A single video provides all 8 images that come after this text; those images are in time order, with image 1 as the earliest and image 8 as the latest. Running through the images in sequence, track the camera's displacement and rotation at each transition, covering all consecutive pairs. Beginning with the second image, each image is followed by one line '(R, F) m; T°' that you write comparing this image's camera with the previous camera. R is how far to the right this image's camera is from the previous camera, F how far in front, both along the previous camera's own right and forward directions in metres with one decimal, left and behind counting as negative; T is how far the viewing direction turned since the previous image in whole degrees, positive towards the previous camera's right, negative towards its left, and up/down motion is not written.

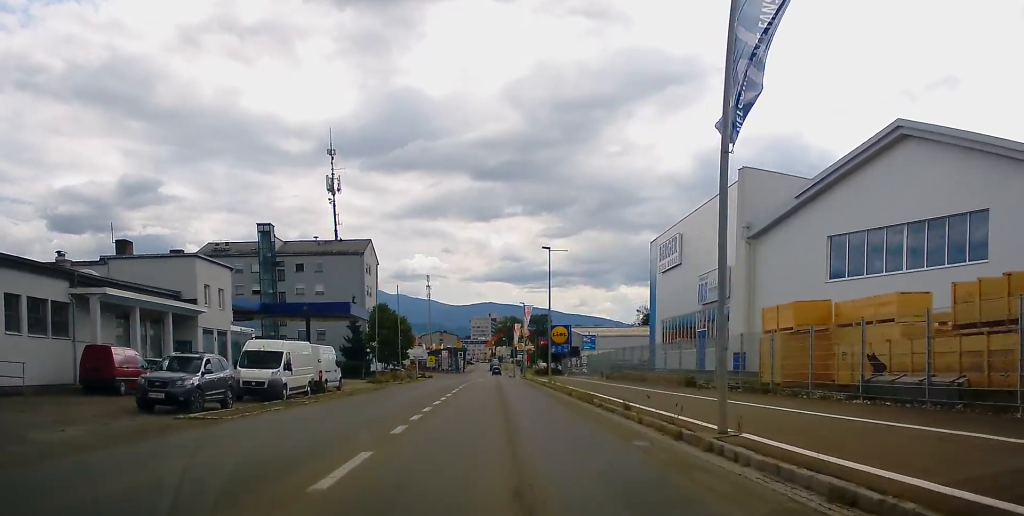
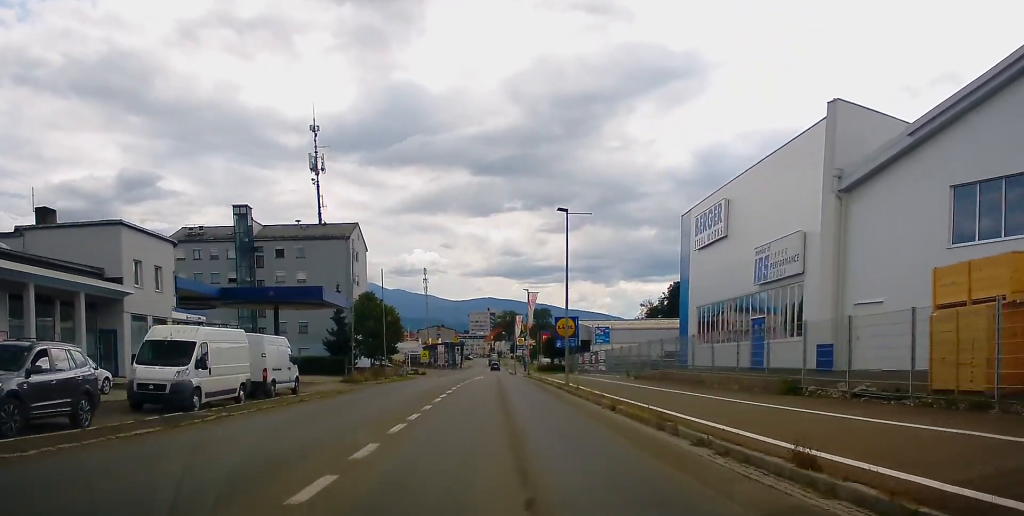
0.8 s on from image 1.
(0.0, +9.4) m; 0°
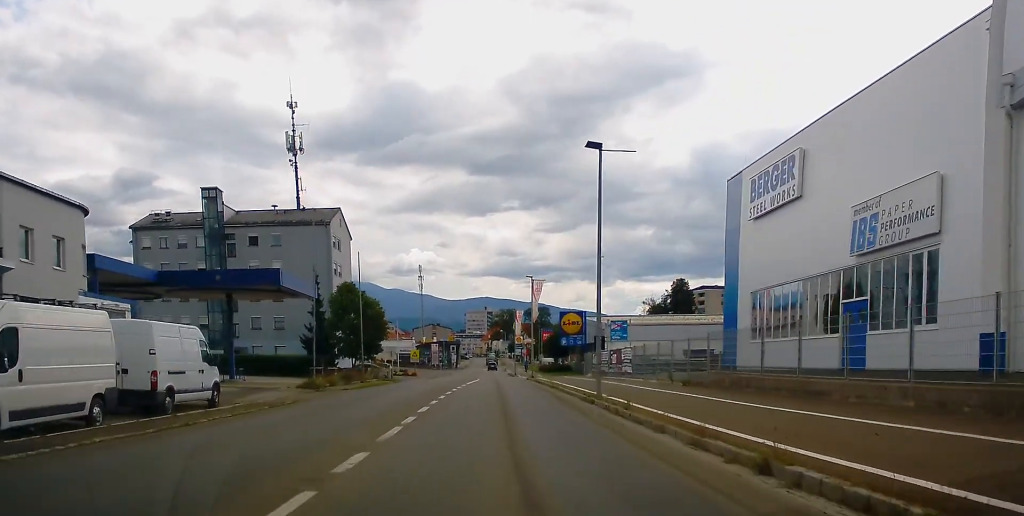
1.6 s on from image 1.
(0.0, +9.8) m; +1°
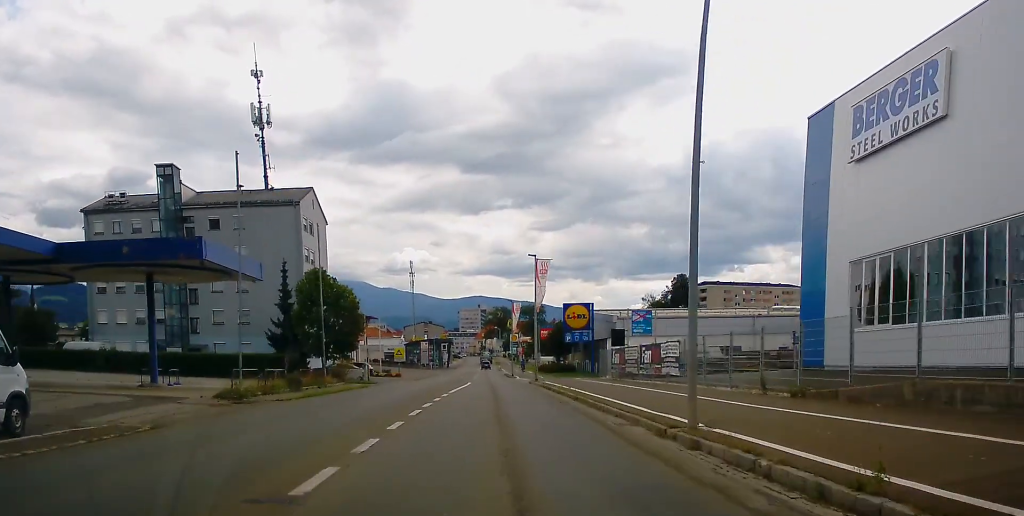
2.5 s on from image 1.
(+0.3, +10.6) m; 0°
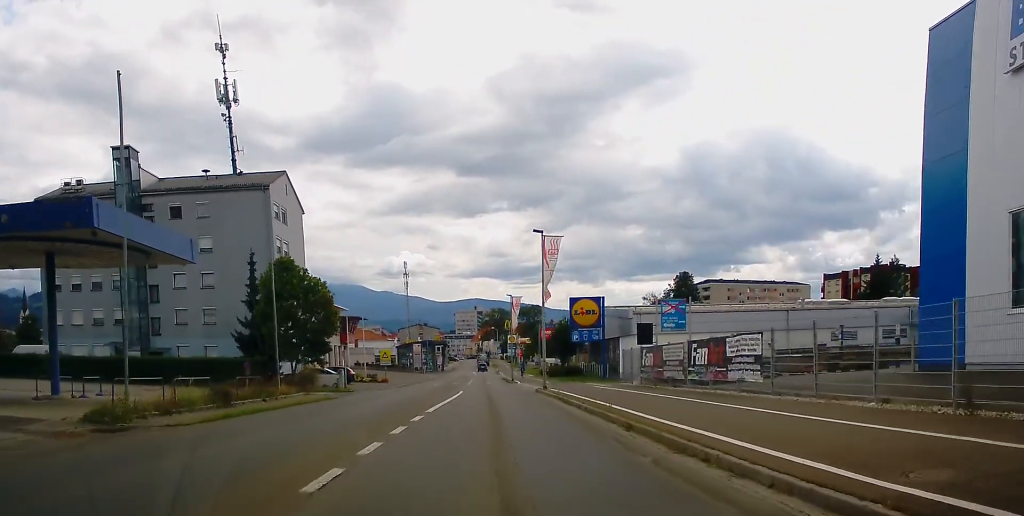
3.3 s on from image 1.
(-0.3, +8.8) m; -1°
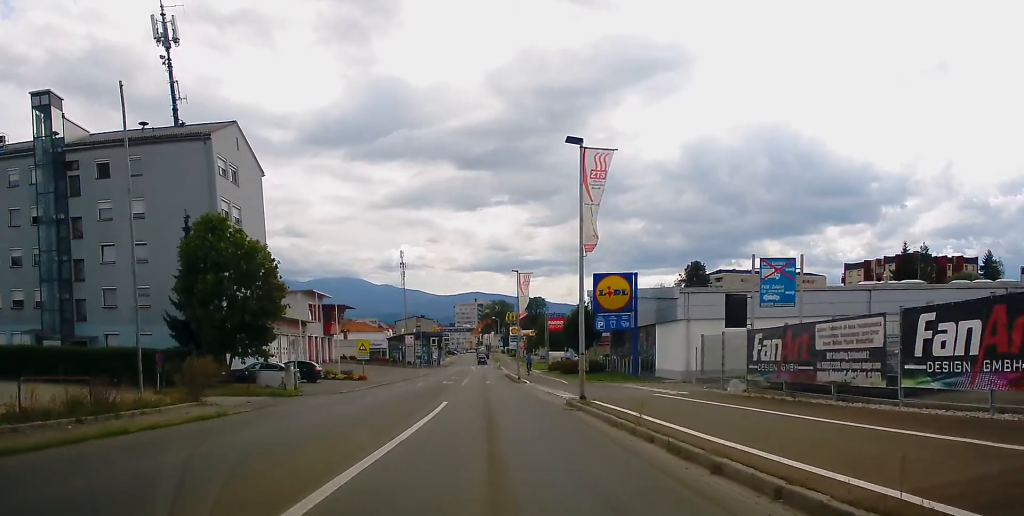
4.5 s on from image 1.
(-0.1, +13.8) m; 0°
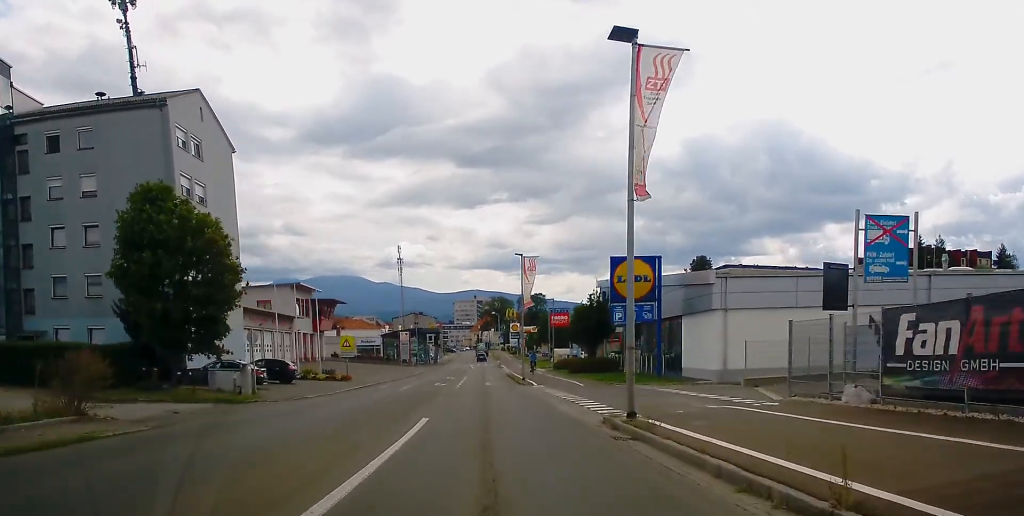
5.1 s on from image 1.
(0.0, +7.1) m; +1°
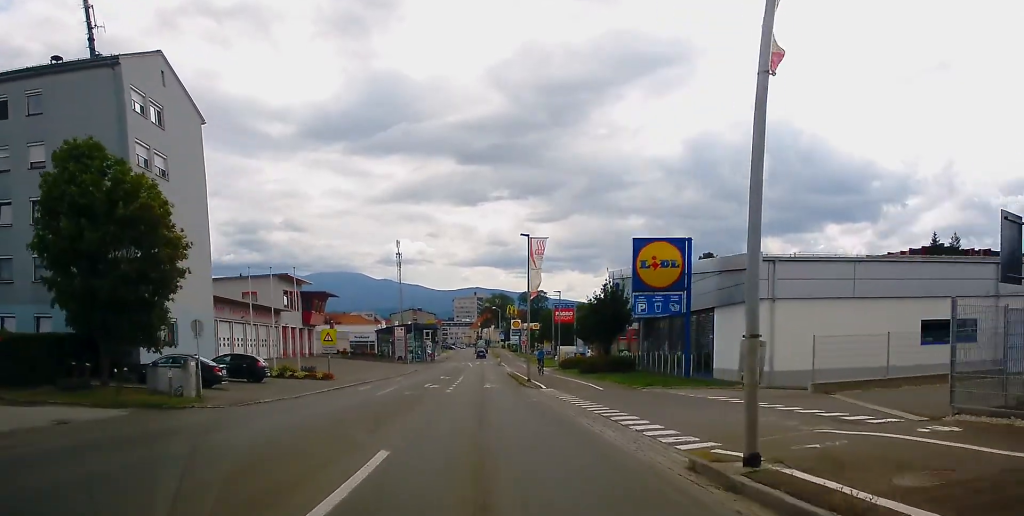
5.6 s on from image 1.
(-0.1, +6.3) m; +1°
